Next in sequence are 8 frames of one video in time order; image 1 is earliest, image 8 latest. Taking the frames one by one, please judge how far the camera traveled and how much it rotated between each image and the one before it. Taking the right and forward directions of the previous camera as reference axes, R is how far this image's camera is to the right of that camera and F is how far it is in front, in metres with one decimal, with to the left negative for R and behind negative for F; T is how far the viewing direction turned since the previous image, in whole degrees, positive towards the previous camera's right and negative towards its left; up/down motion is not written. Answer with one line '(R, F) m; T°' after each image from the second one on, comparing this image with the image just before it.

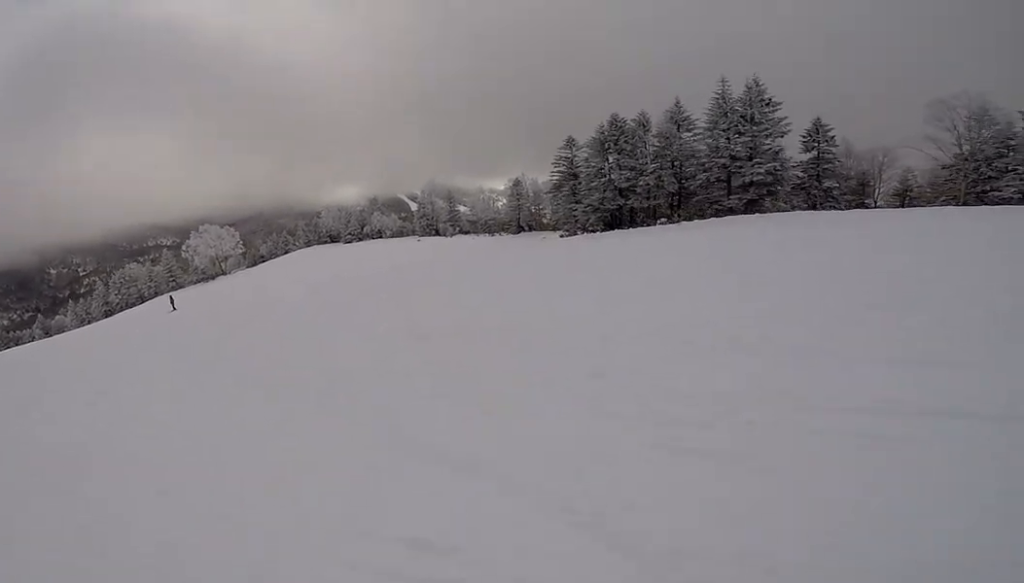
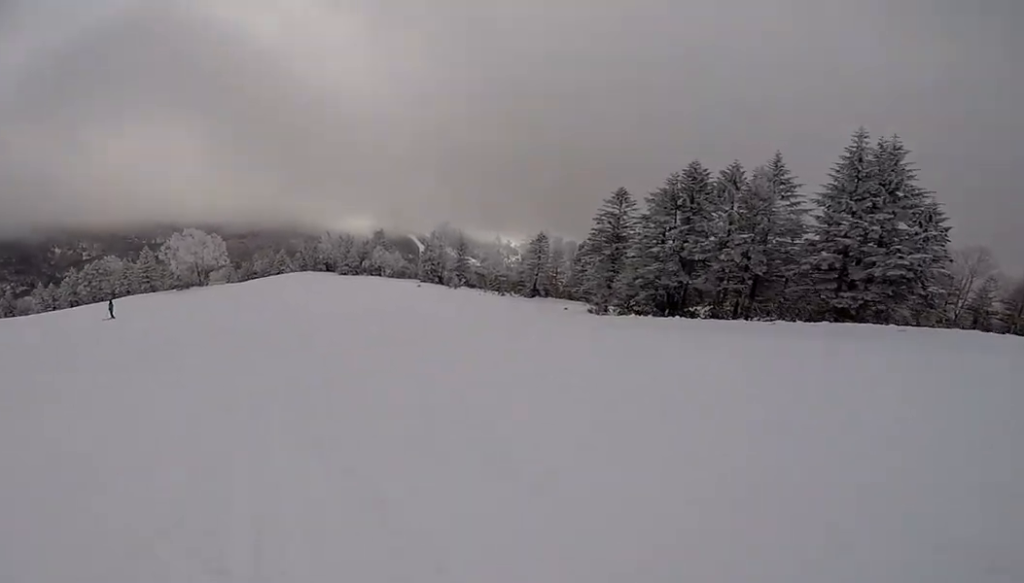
(-1.5, +8.0) m; -9°
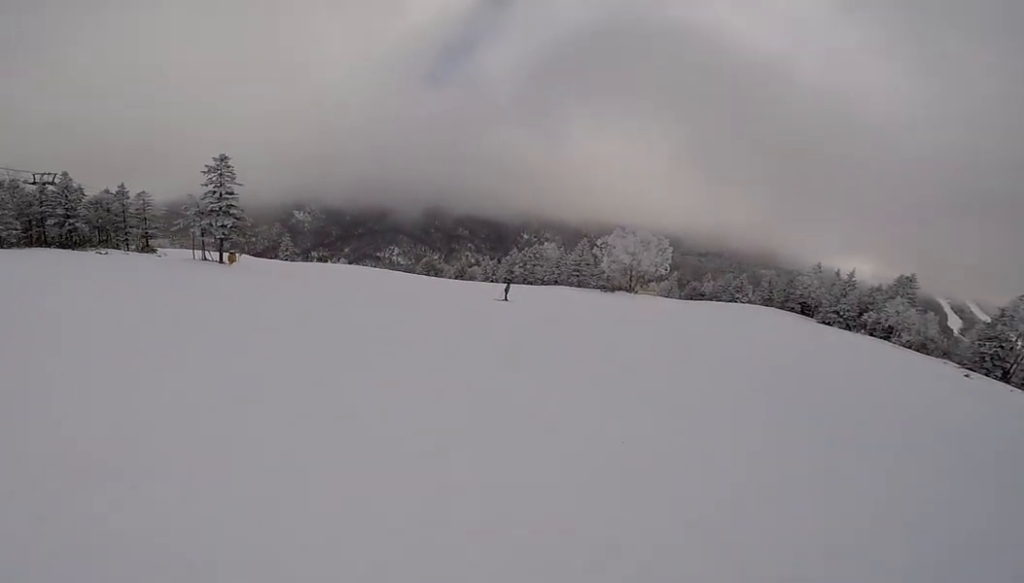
(-3.0, +8.2) m; -52°
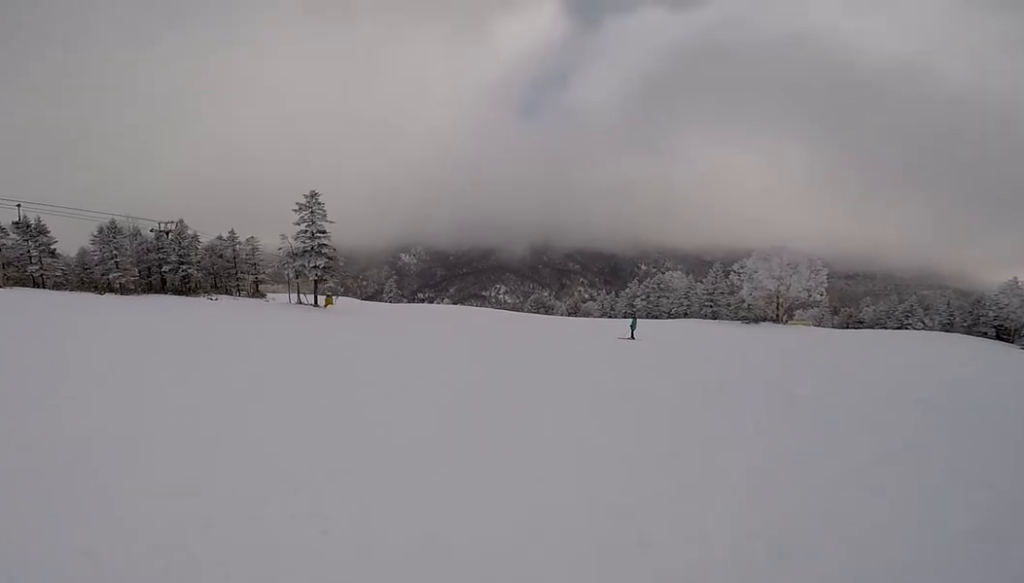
(-0.6, +3.4) m; -5°
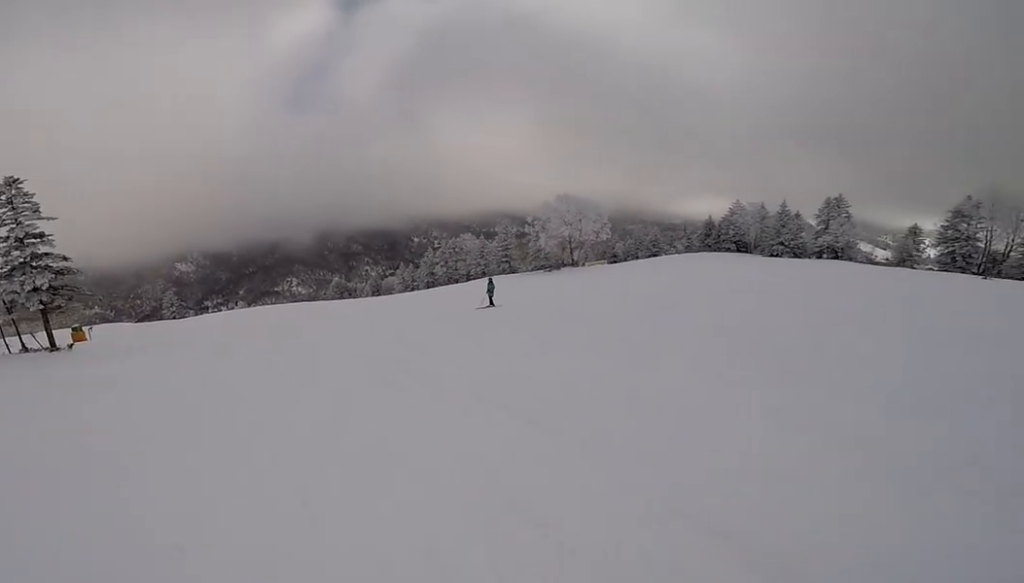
(+2.4, +7.4) m; +45°
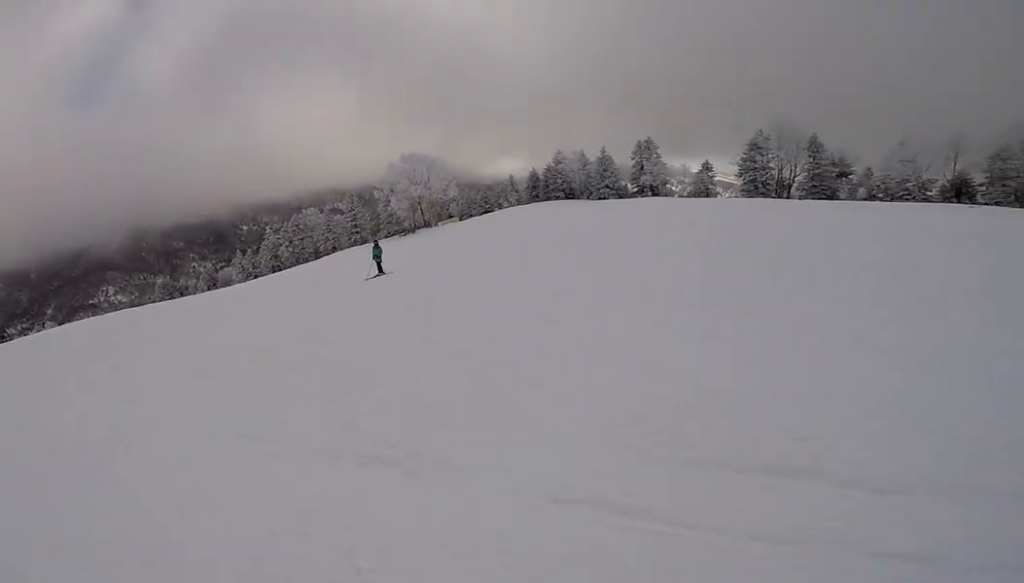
(+1.1, +4.9) m; +10°
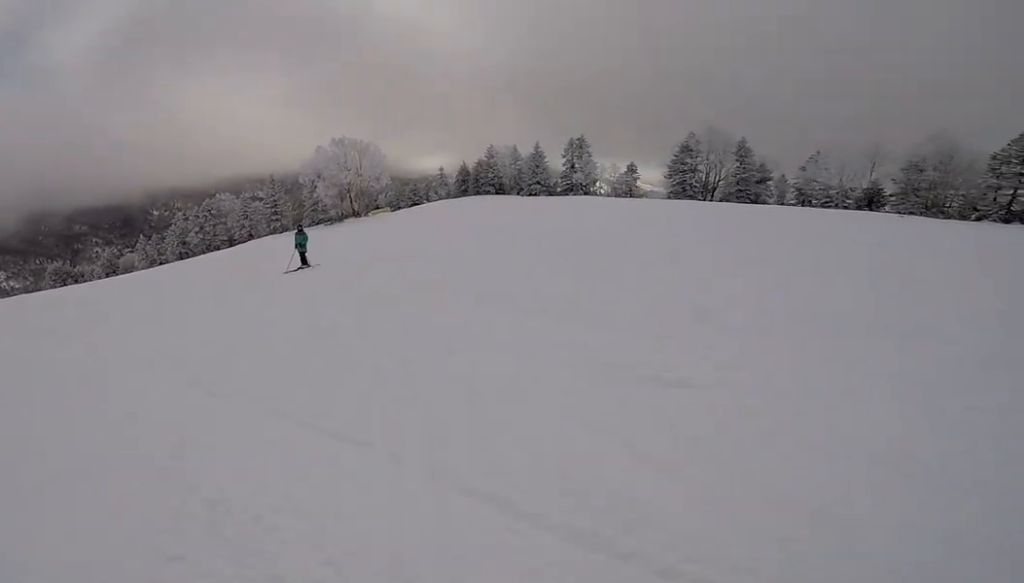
(0.0, +3.4) m; +1°
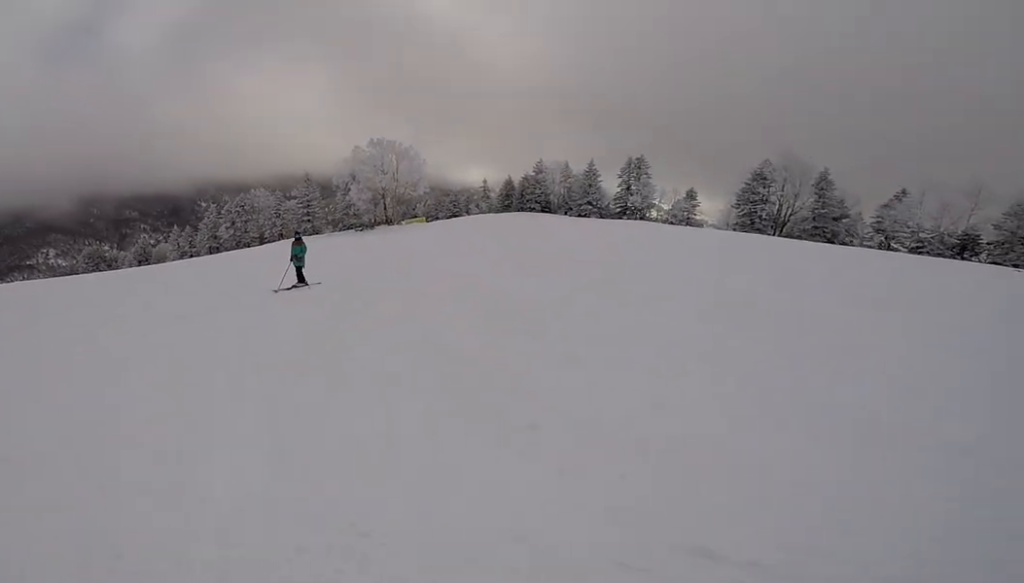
(-0.3, +3.5) m; -2°
